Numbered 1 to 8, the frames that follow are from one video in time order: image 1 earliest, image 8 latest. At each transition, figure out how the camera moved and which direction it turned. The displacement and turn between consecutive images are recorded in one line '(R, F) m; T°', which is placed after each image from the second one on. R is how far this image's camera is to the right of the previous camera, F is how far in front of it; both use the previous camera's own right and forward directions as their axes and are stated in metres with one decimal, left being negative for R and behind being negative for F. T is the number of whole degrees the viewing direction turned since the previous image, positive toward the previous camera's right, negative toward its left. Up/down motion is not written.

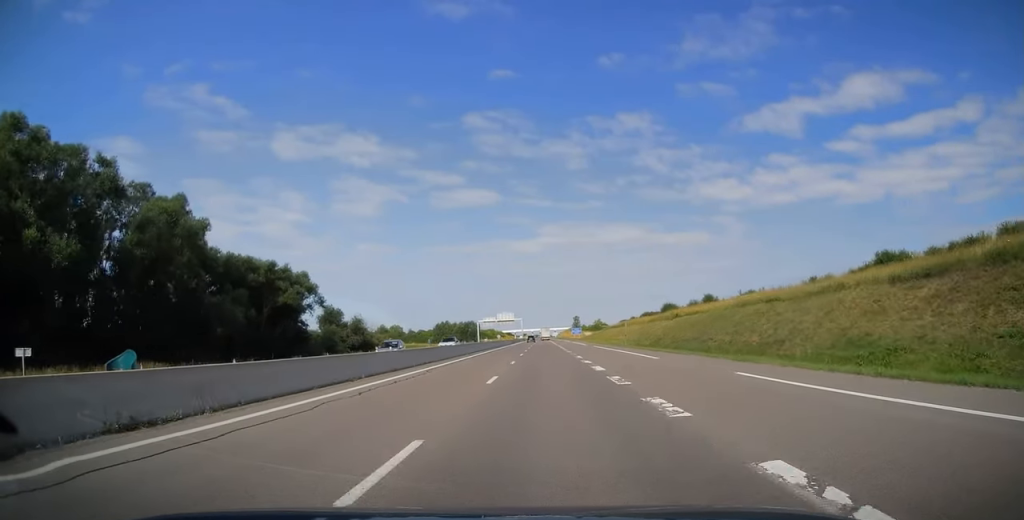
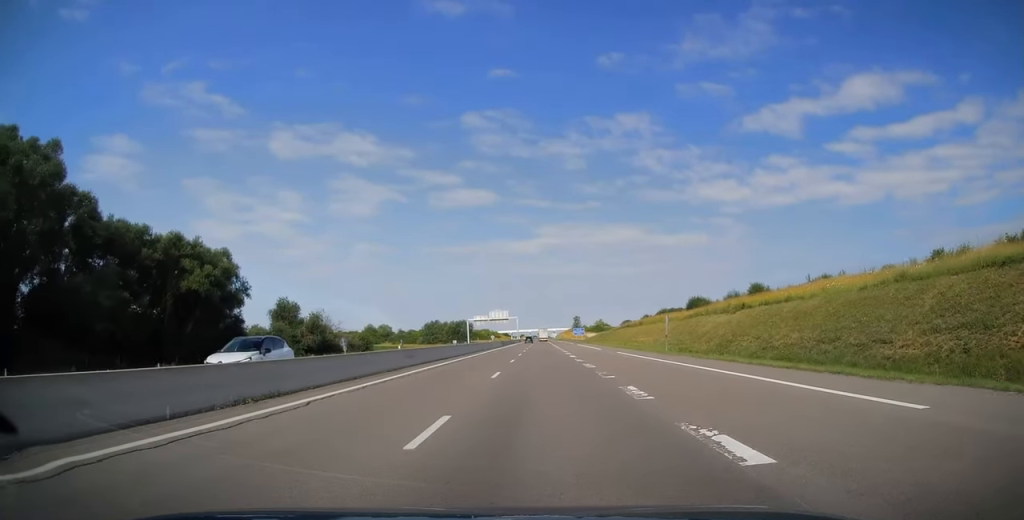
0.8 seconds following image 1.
(+0.2, +23.0) m; +1°
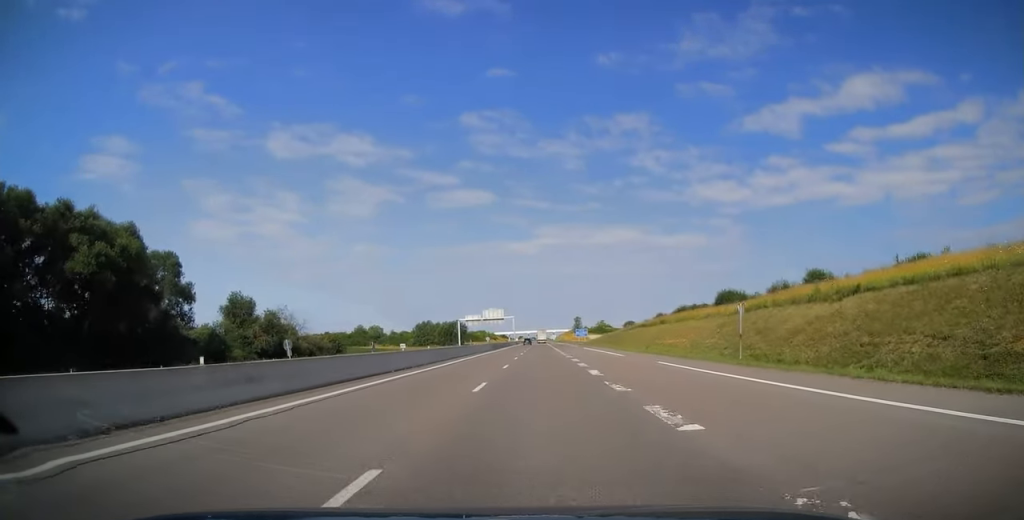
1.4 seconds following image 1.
(+0.1, +17.0) m; 0°
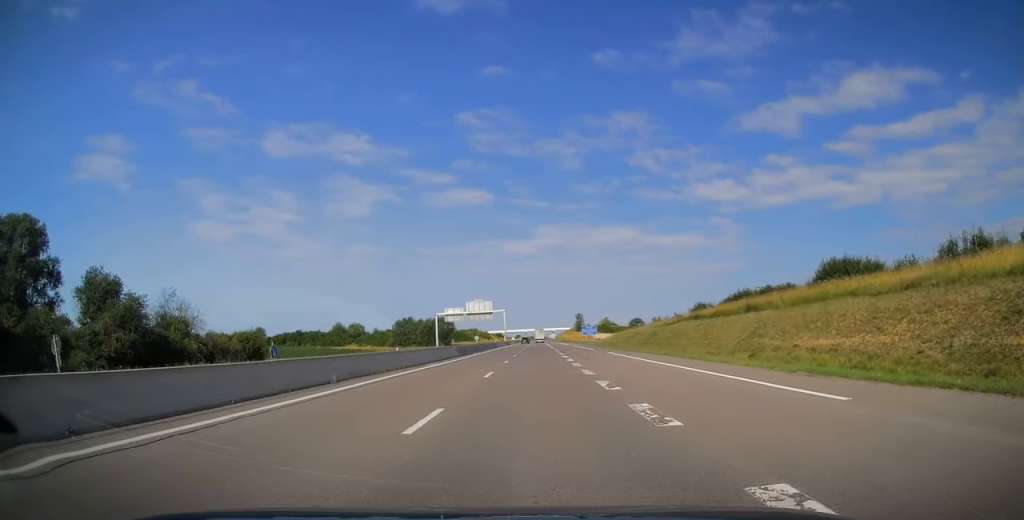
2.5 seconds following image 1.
(0.0, +32.0) m; 0°
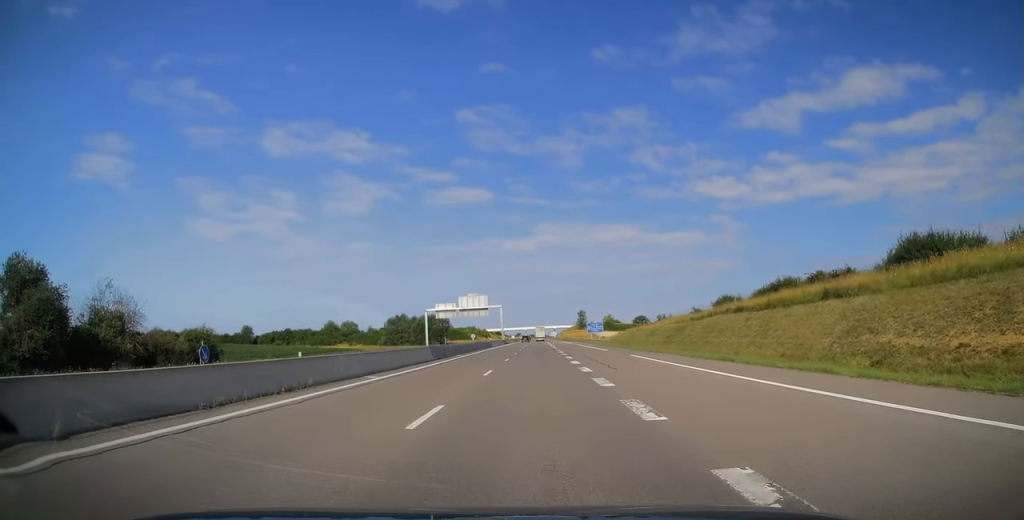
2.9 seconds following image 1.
(0.0, +12.1) m; 0°
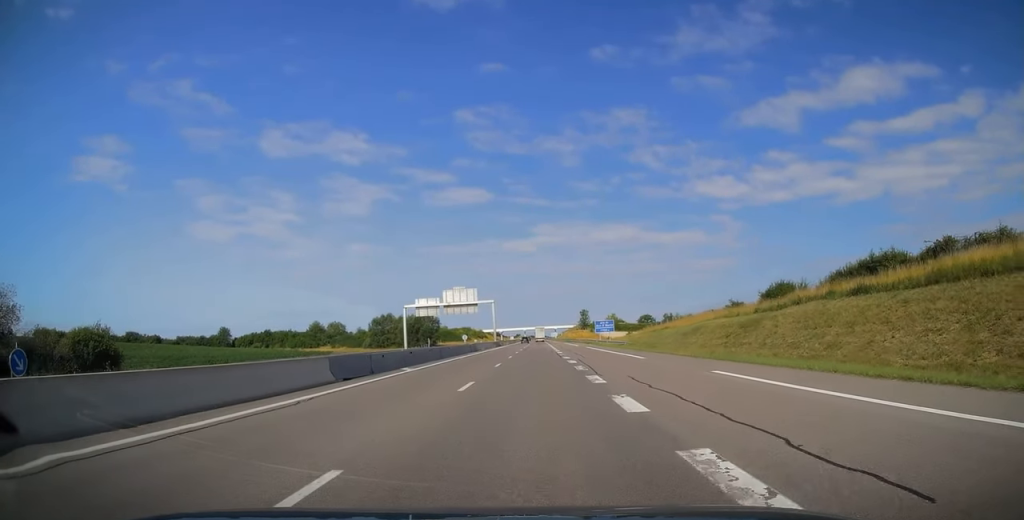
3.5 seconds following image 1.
(0.0, +18.4) m; 0°
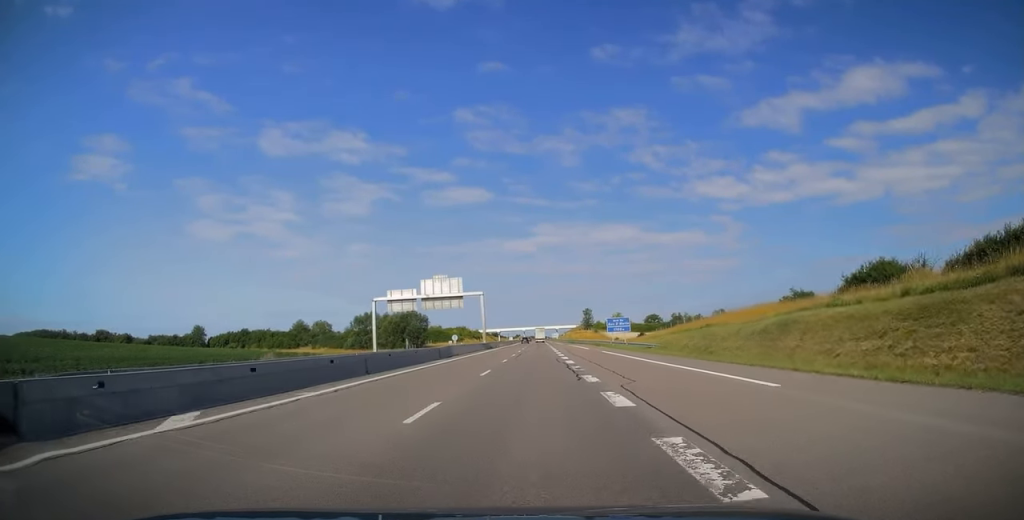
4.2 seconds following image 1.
(0.0, +18.5) m; 0°
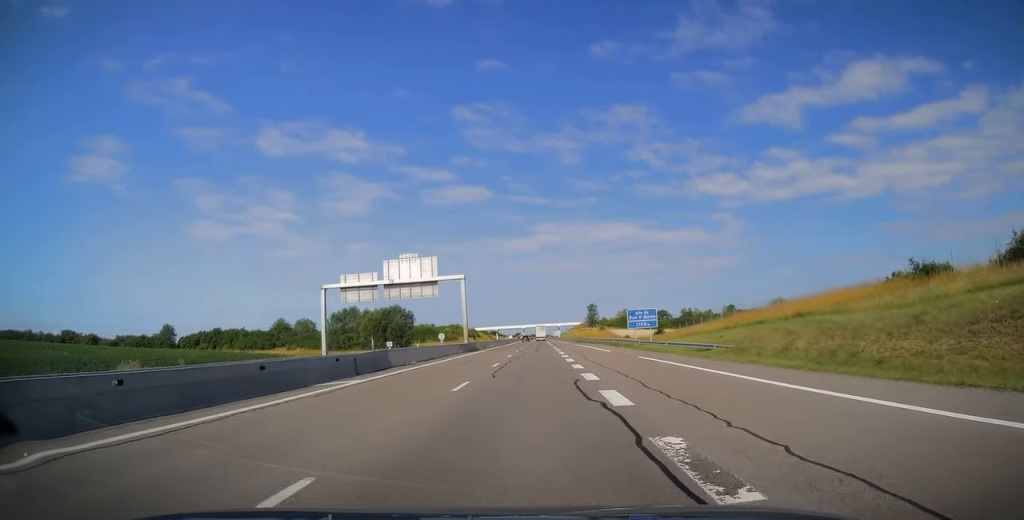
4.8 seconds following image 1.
(0.0, +19.5) m; -1°
